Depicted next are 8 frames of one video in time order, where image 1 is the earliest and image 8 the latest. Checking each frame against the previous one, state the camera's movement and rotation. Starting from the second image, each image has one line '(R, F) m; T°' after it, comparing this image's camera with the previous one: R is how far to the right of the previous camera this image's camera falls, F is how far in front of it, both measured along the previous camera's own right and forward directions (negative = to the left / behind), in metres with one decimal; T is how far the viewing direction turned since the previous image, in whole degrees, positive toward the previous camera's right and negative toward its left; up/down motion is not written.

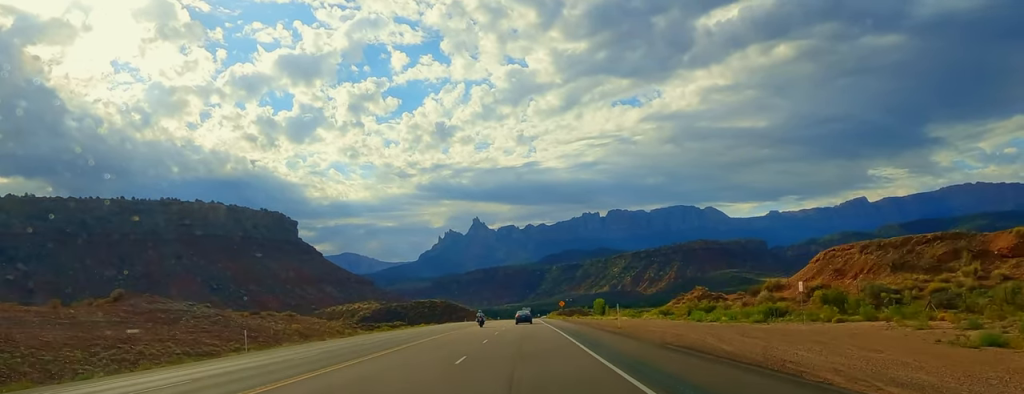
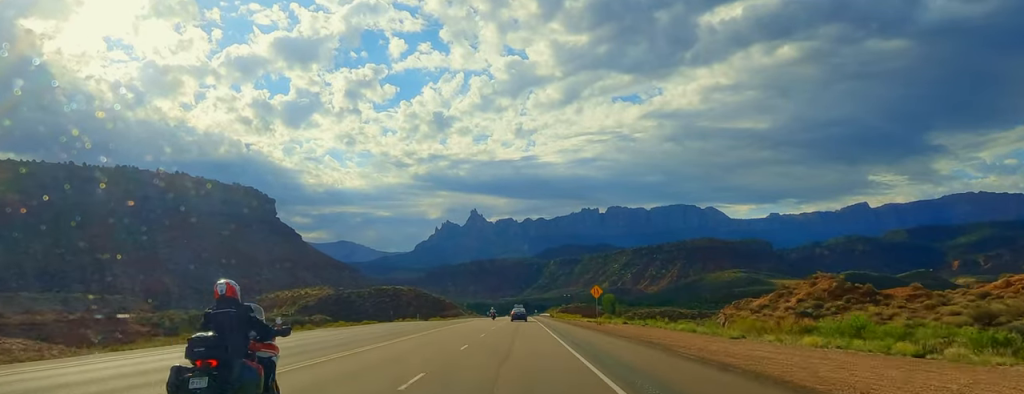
(-1.0, +80.8) m; 0°
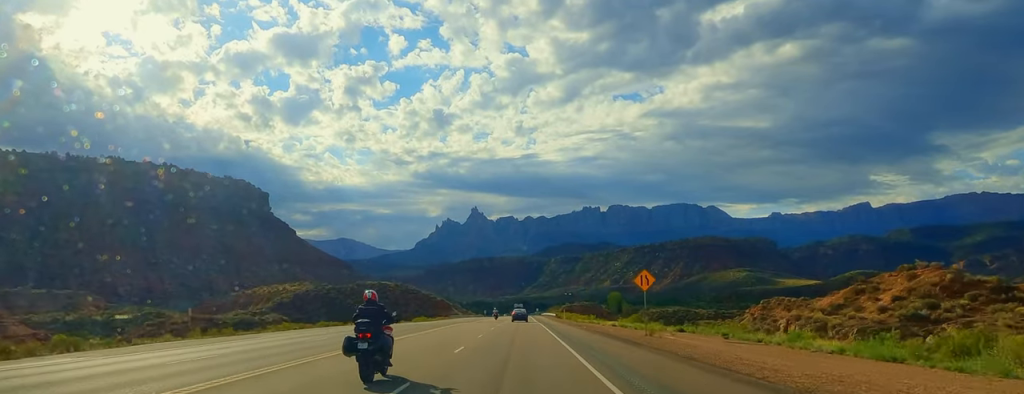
(+0.4, +26.5) m; 0°
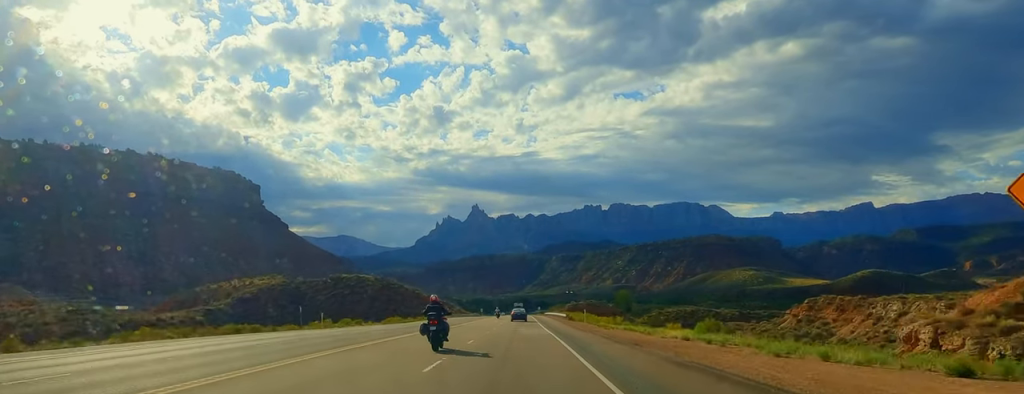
(+0.2, +31.4) m; 0°
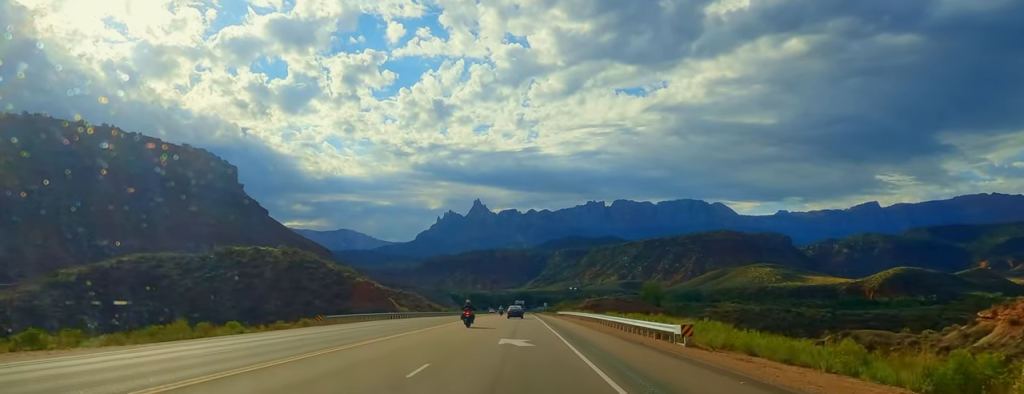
(-0.1, +74.9) m; 0°
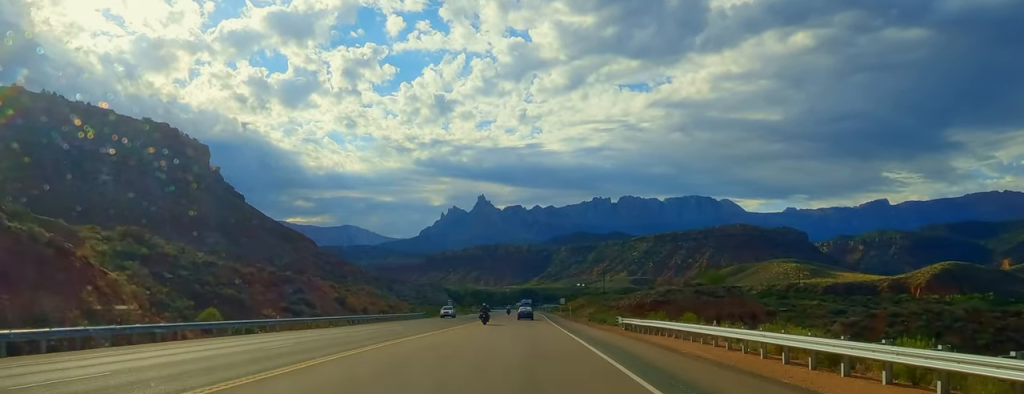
(-1.1, +82.3) m; -2°
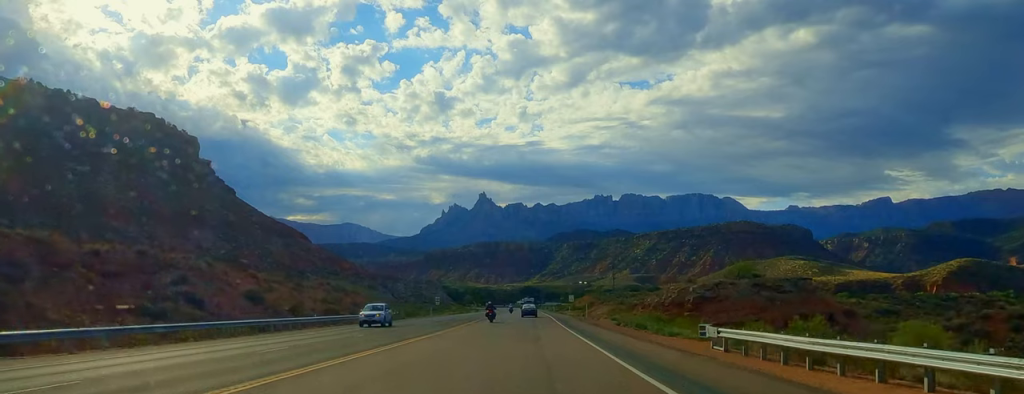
(-0.1, +25.6) m; 0°
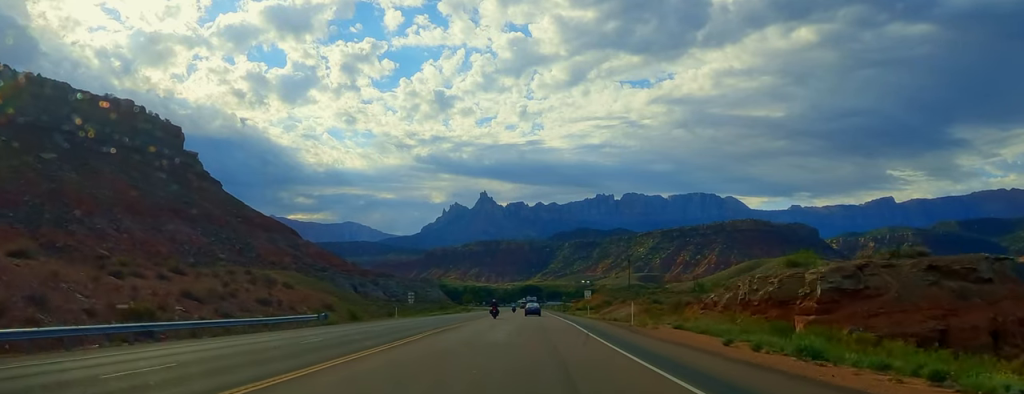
(0.0, +33.0) m; 0°
